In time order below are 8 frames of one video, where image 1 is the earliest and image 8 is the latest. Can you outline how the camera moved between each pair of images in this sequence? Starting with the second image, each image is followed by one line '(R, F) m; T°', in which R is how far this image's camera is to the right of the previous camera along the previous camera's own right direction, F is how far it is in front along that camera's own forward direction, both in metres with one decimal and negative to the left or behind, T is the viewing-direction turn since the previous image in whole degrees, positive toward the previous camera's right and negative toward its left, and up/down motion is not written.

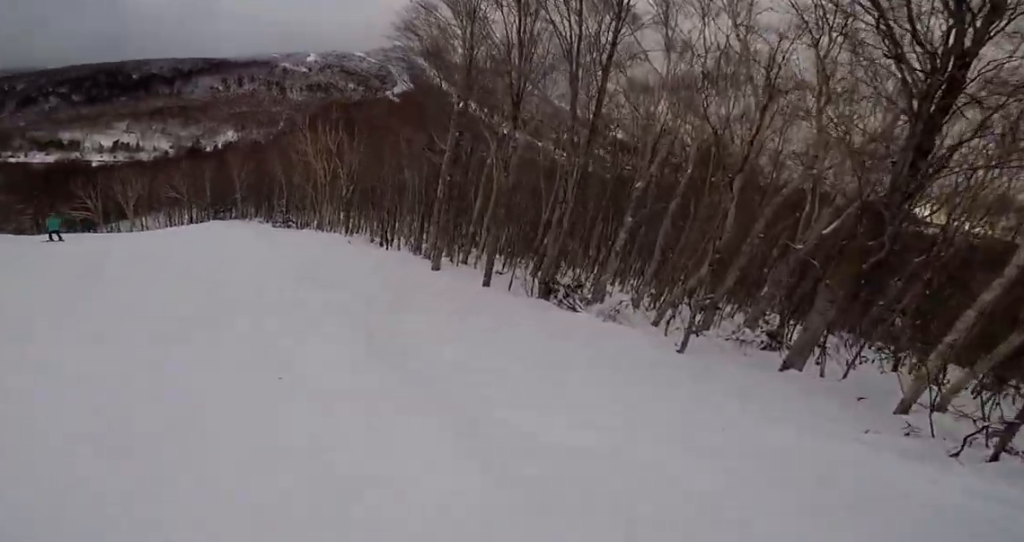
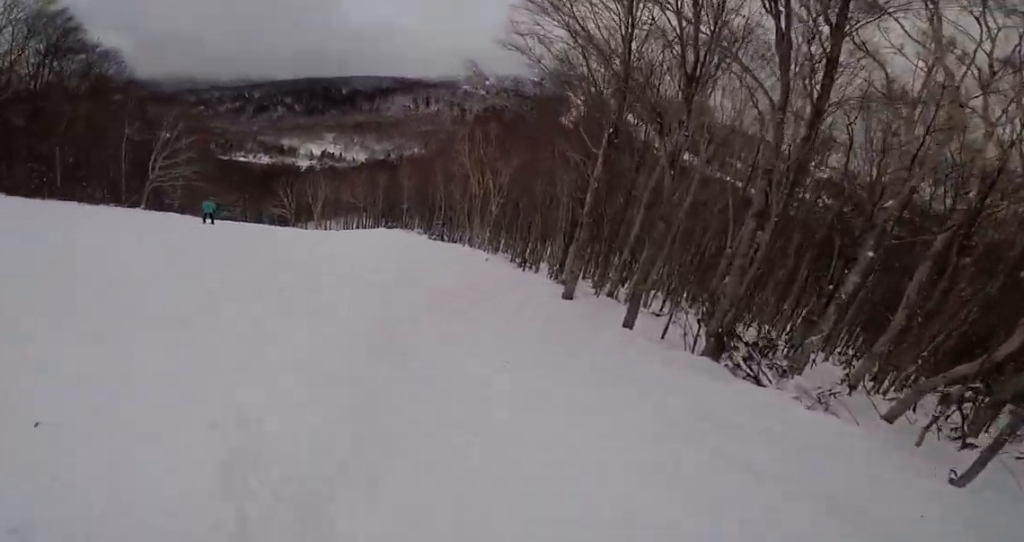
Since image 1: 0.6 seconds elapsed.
(-0.4, +1.9) m; -16°
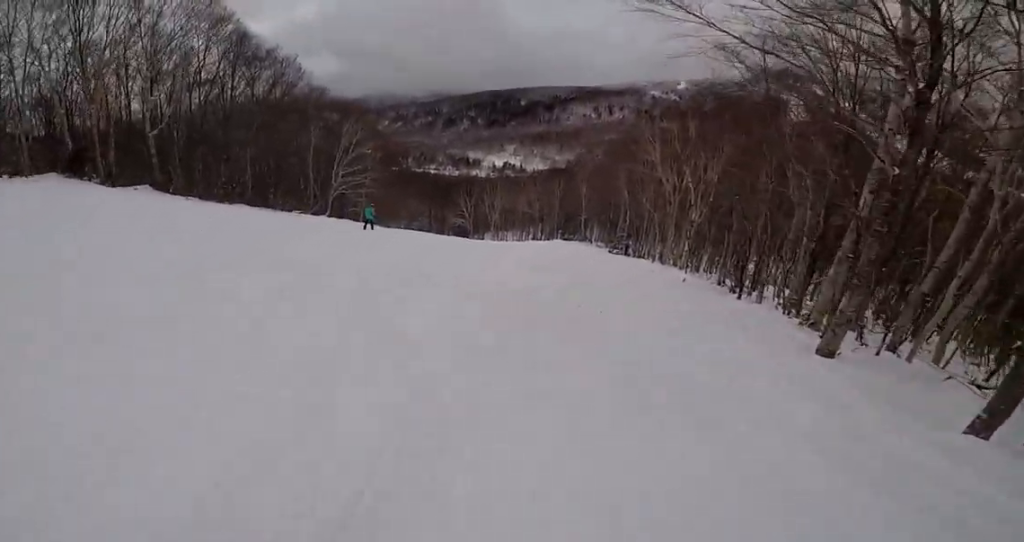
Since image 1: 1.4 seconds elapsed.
(-0.4, +2.4) m; -18°
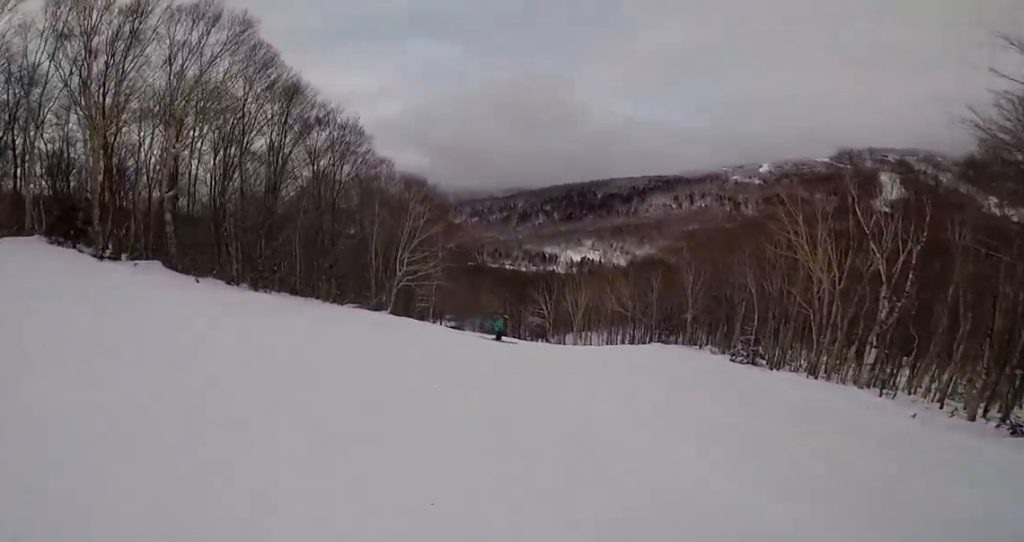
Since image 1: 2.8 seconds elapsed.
(-1.0, +4.7) m; -19°
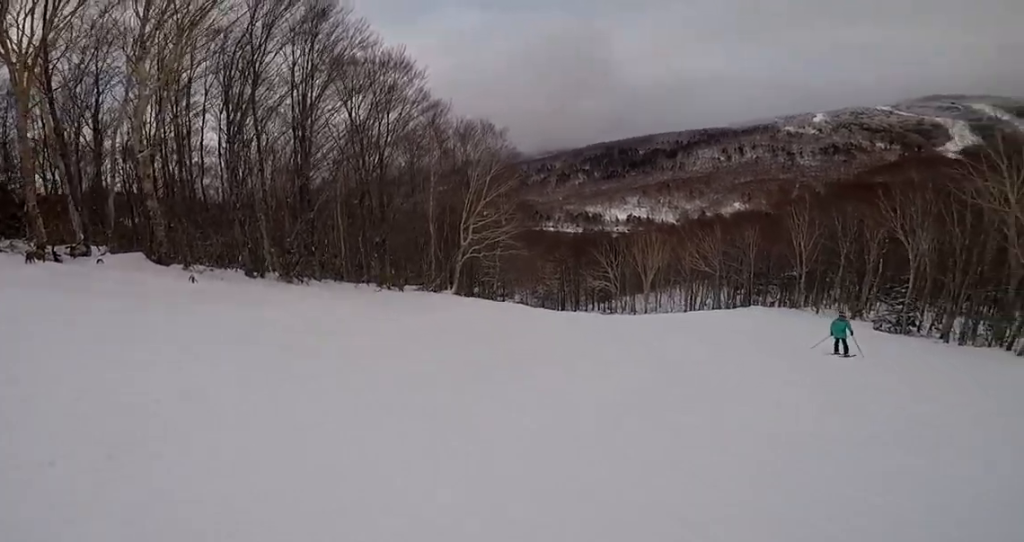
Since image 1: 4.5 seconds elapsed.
(-0.3, +5.7) m; +7°
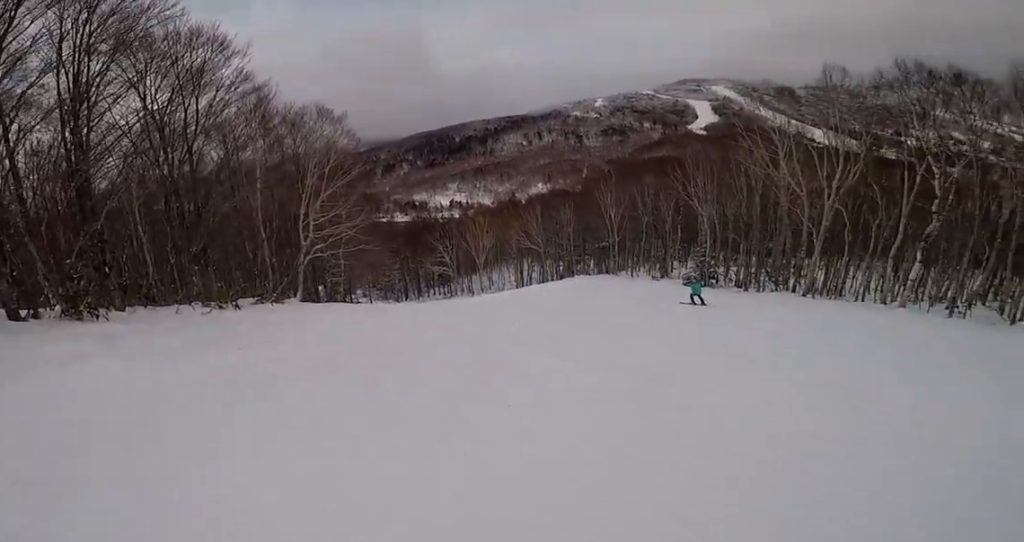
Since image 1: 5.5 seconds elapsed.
(+0.5, +2.6) m; +26°
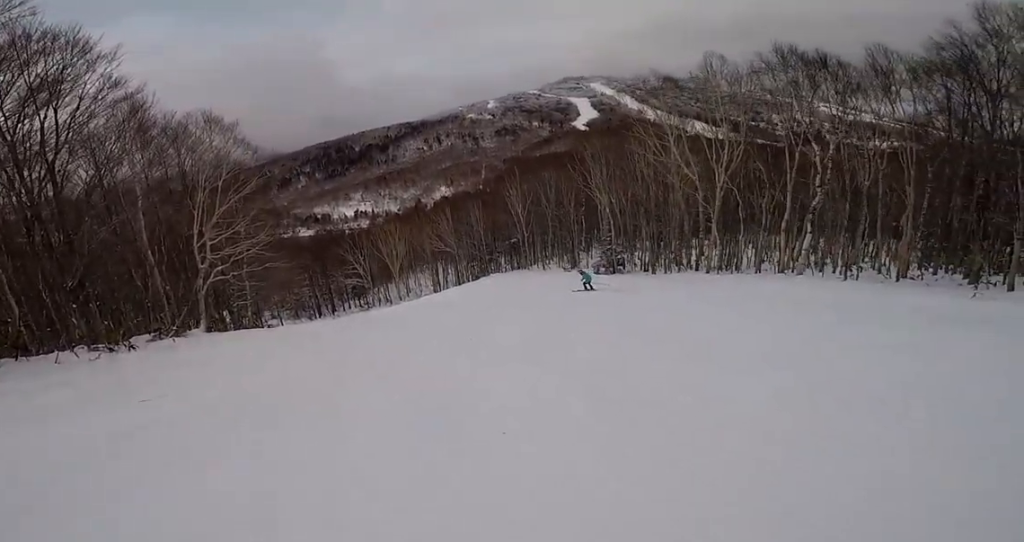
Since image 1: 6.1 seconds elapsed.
(+0.1, +1.5) m; +17°
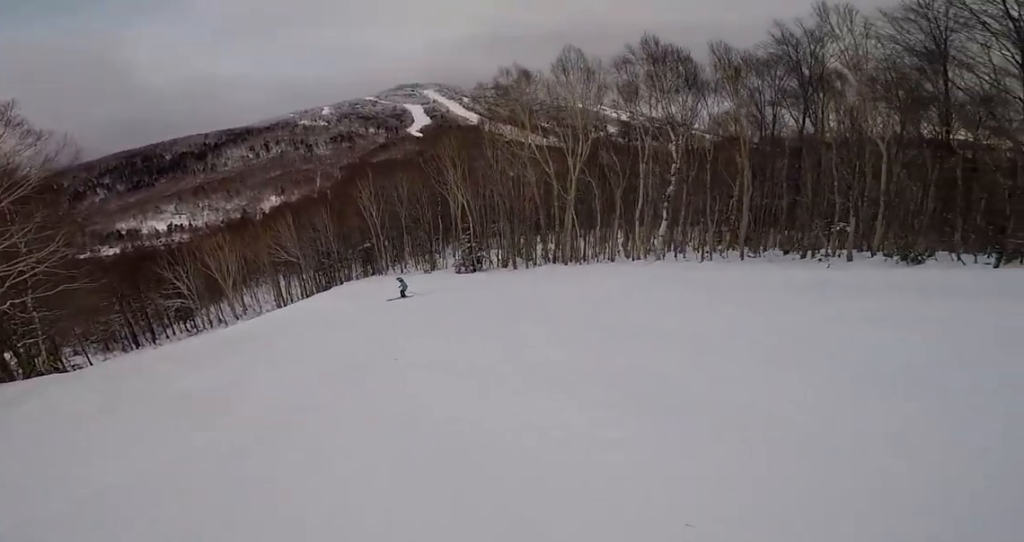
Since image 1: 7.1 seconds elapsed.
(+0.6, +2.7) m; +21°
